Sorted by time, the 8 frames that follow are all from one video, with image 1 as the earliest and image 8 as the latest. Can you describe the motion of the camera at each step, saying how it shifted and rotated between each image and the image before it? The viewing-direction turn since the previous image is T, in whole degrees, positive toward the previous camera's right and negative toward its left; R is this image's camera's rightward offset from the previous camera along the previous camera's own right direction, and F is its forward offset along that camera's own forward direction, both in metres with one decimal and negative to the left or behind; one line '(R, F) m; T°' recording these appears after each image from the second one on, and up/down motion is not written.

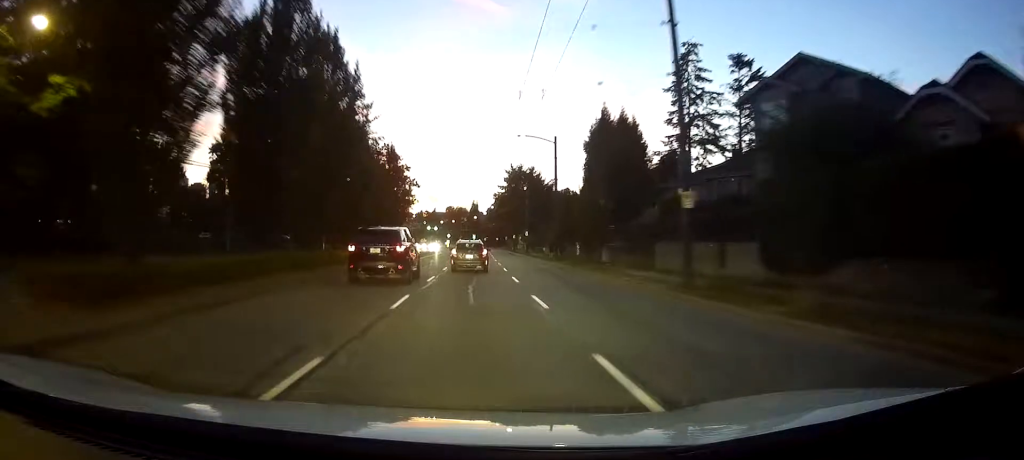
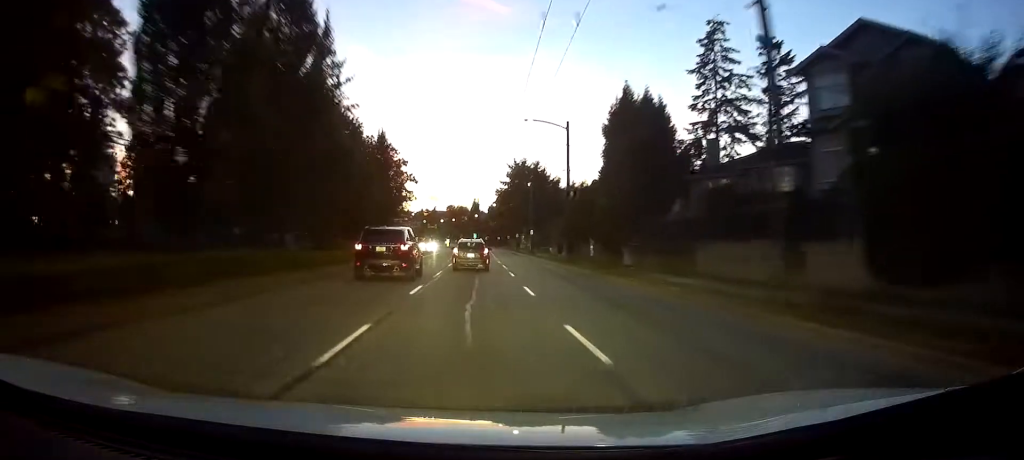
(0.0, +5.8) m; 0°
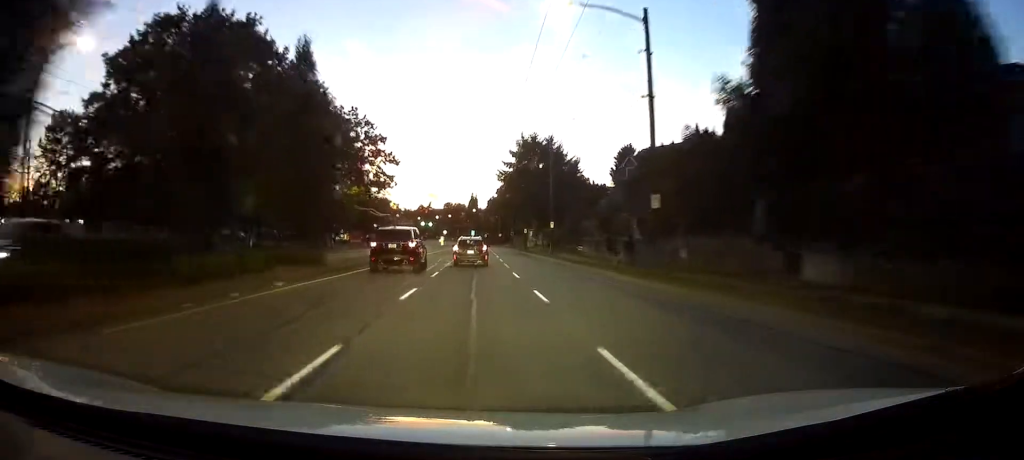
(-0.1, +20.6) m; 0°
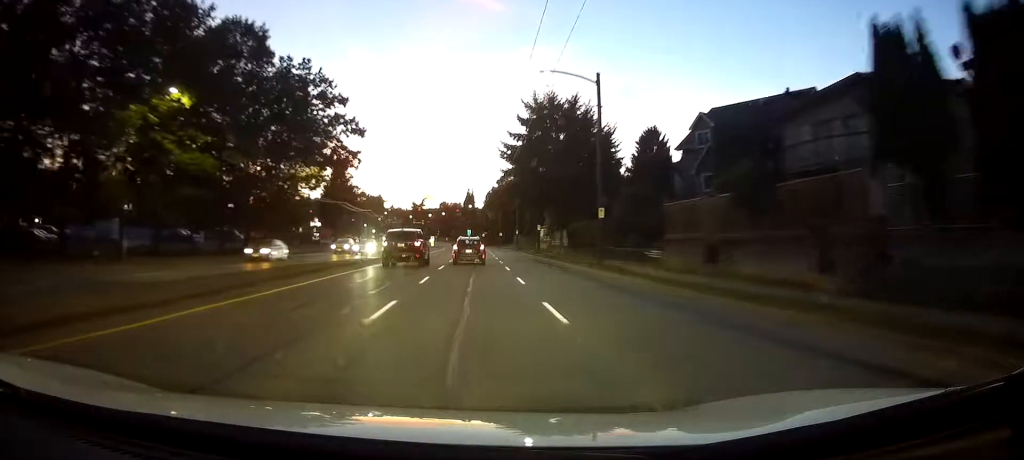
(0.0, +21.2) m; 0°
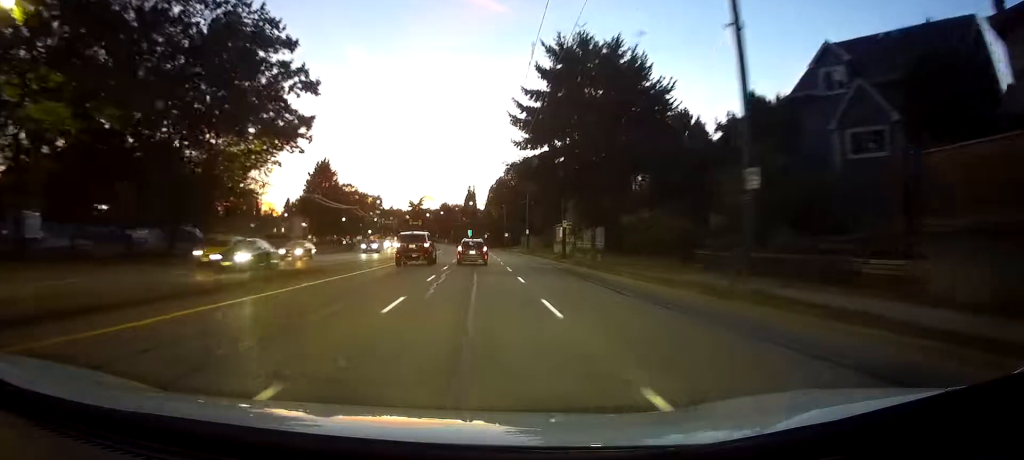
(+0.1, +16.6) m; 0°
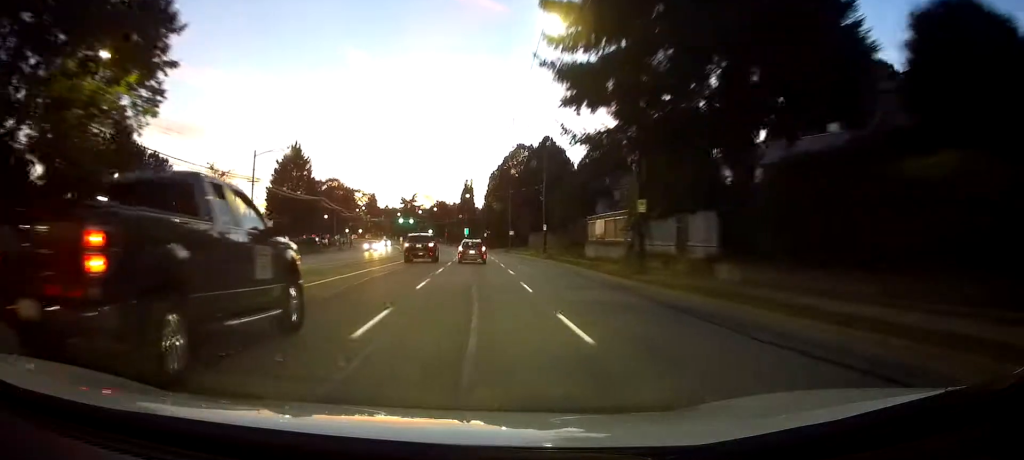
(-0.2, +20.6) m; 0°
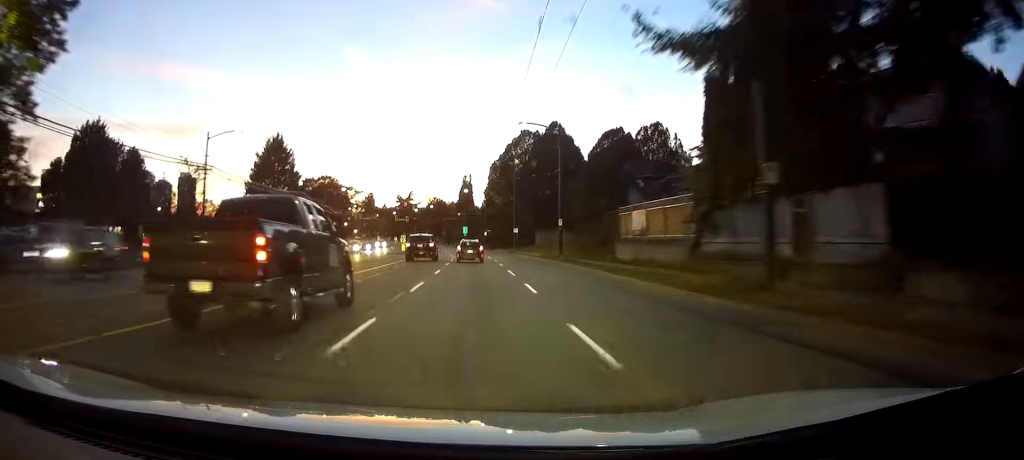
(0.0, +10.4) m; 0°
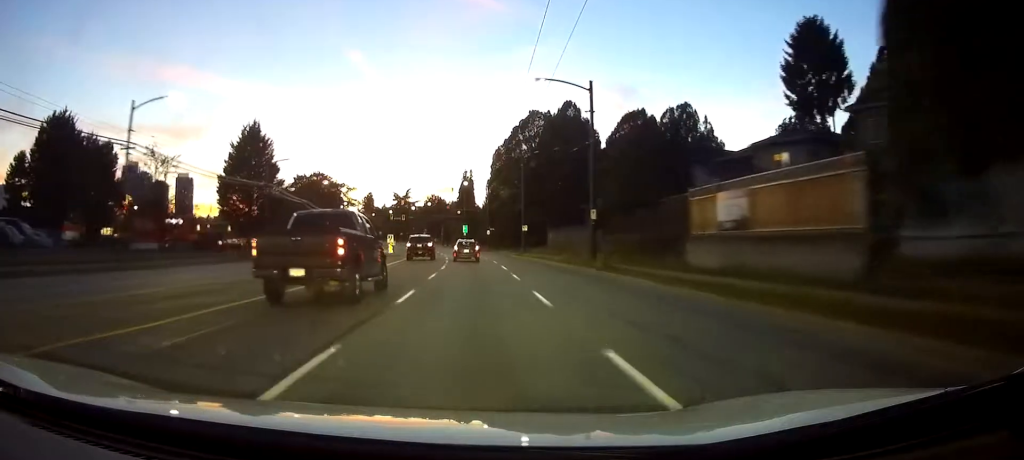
(+0.1, +11.9) m; 0°
